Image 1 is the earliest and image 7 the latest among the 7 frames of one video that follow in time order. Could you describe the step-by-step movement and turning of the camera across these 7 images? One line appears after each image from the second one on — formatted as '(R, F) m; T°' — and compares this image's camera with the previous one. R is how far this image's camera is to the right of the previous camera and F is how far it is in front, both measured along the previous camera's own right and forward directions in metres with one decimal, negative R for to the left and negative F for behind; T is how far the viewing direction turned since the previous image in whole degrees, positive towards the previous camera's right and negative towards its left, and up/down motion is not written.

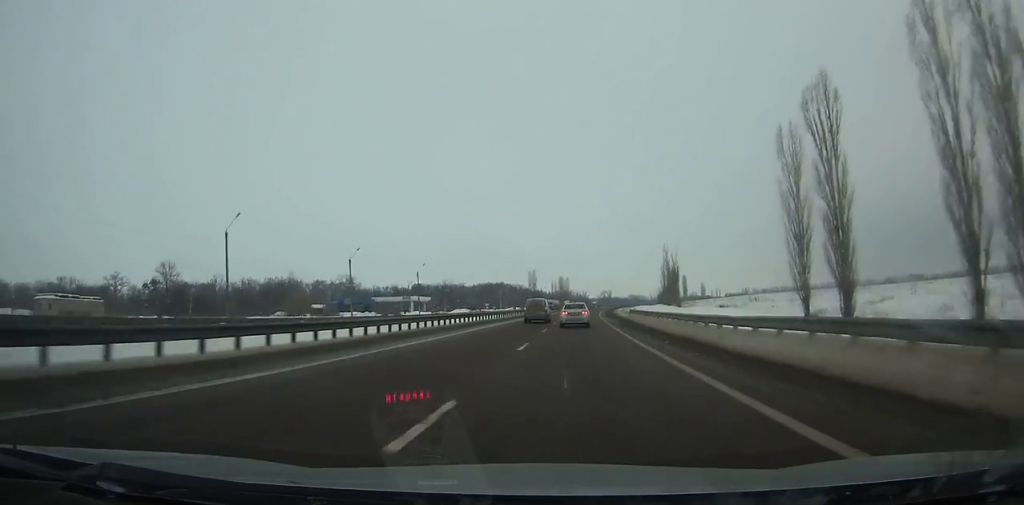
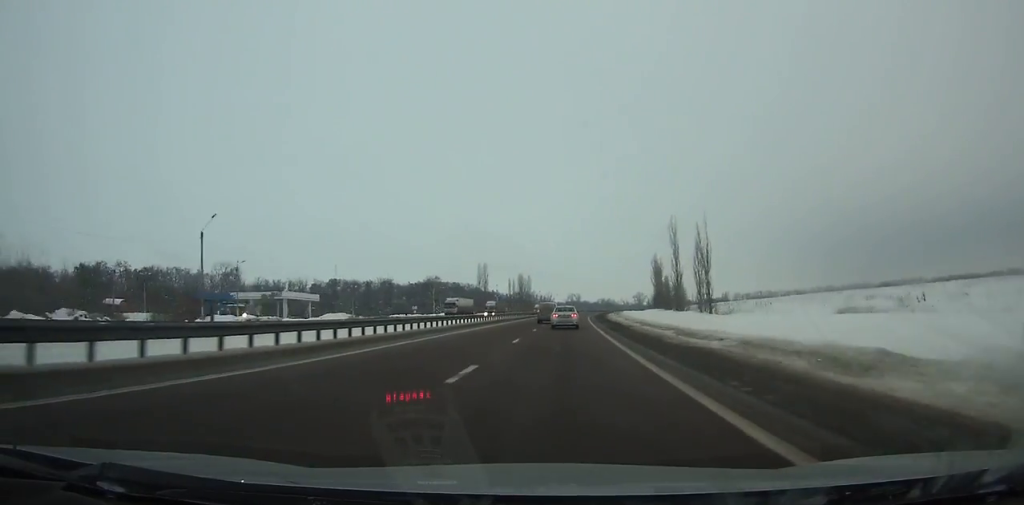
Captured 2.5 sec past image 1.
(+1.6, +65.2) m; +3°
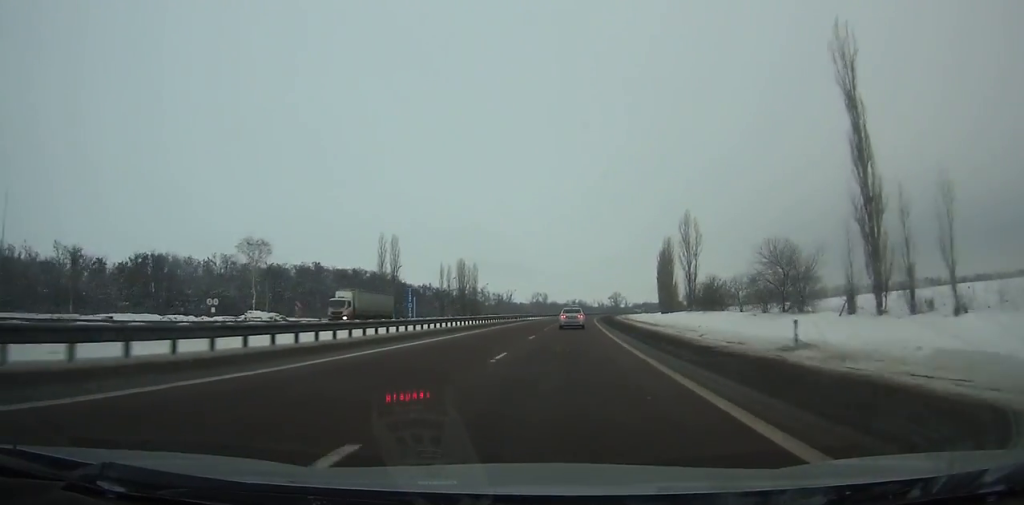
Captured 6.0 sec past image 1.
(+3.3, +92.3) m; +4°
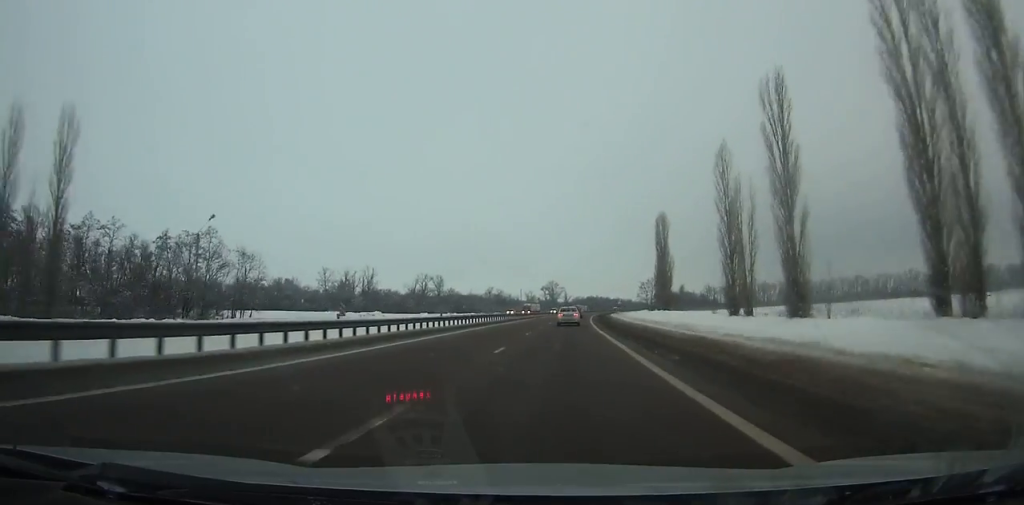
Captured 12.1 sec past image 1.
(+9.2, +164.1) m; +6°
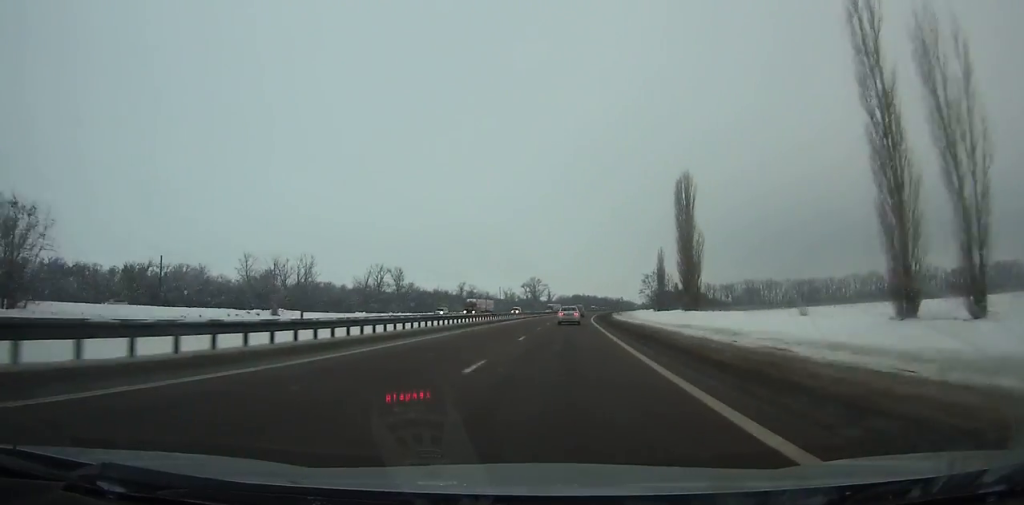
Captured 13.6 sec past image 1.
(+0.1, +41.0) m; +2°
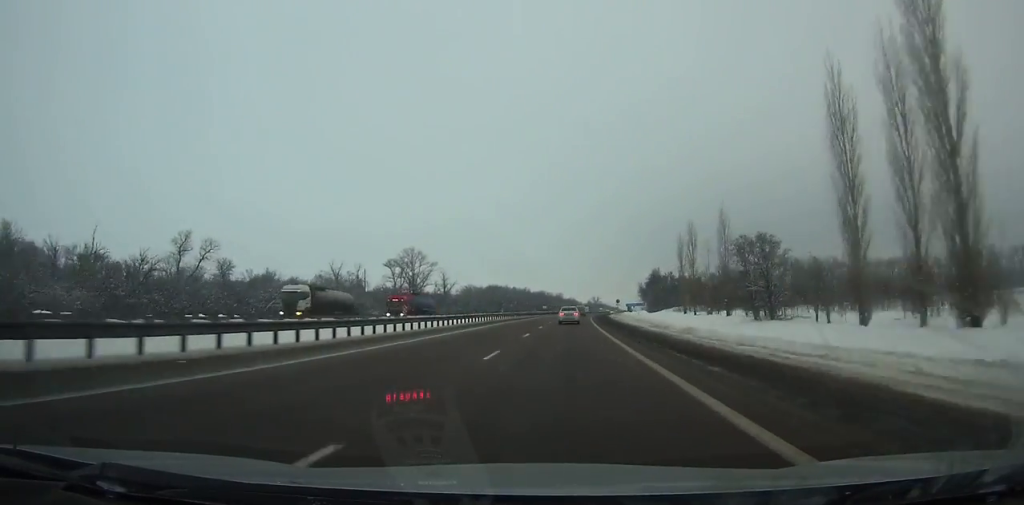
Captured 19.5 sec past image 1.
(+8.7, +165.4) m; +6°
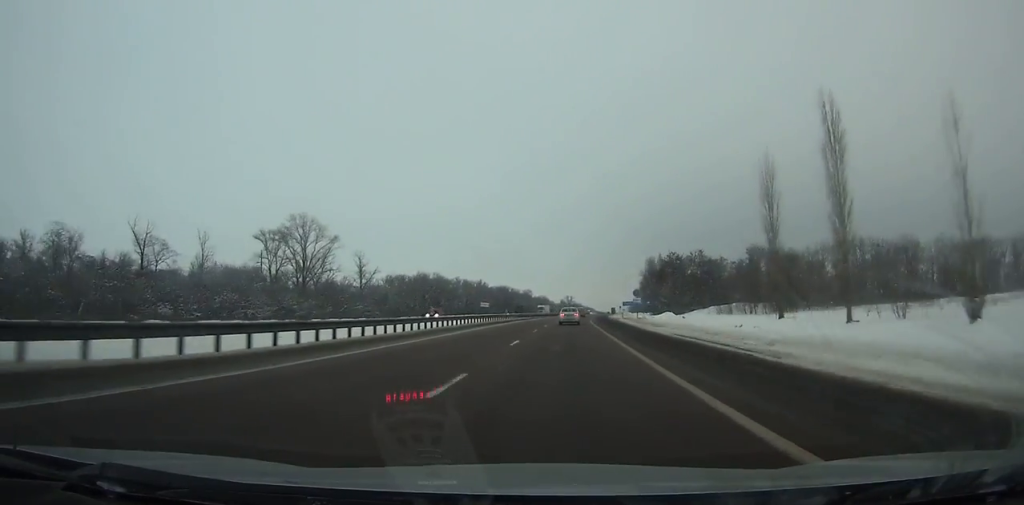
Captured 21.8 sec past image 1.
(+1.7, +66.5) m; +3°
